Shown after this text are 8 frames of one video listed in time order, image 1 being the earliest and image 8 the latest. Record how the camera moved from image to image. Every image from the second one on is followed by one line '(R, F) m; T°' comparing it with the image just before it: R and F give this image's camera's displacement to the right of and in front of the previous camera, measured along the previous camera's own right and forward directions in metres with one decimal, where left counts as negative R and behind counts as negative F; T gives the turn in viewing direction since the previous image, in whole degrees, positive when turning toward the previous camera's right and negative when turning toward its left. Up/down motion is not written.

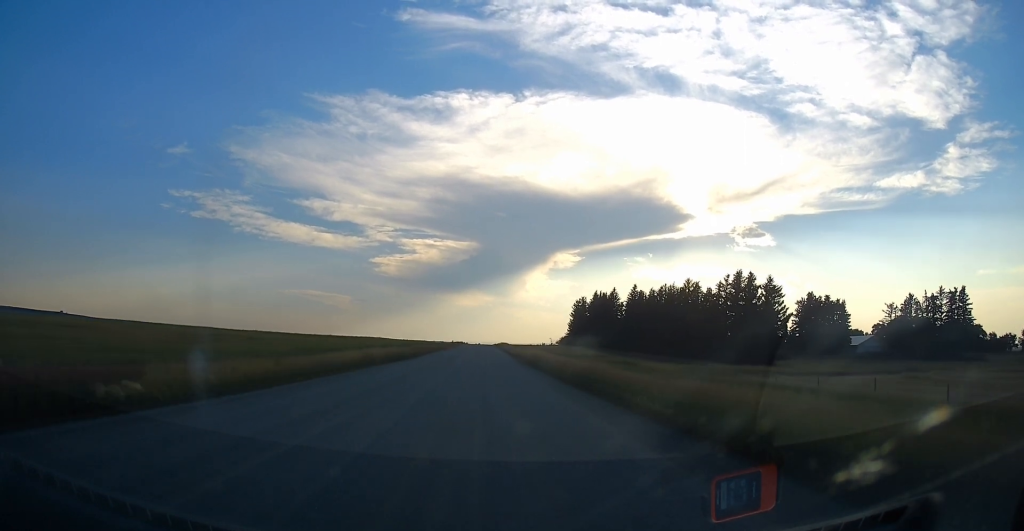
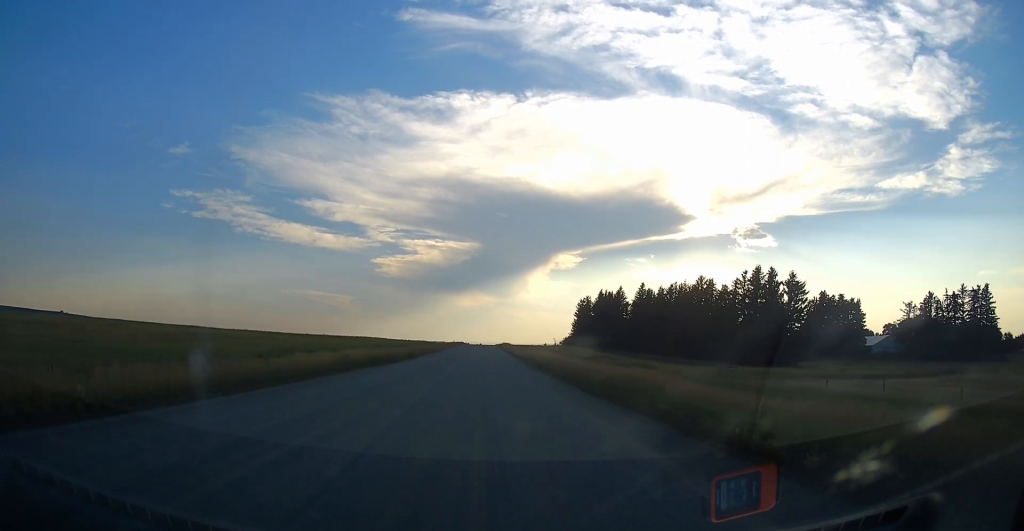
(0.0, +6.8) m; -1°
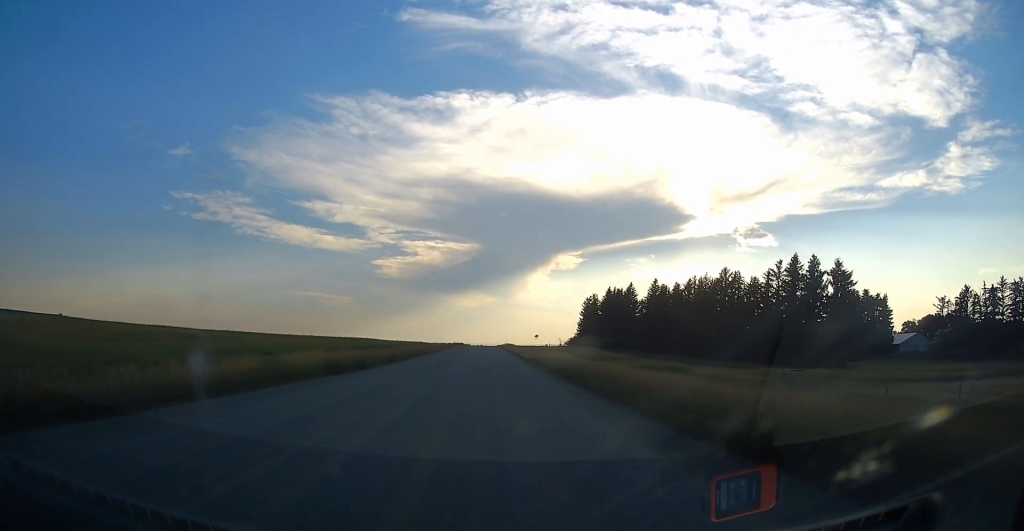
(-0.1, +12.0) m; -1°
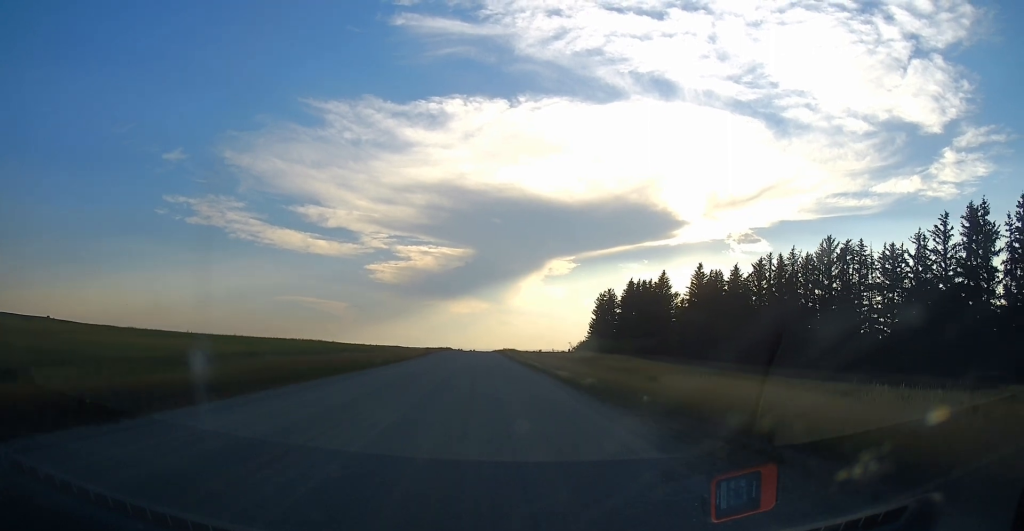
(+0.4, +36.2) m; +2°
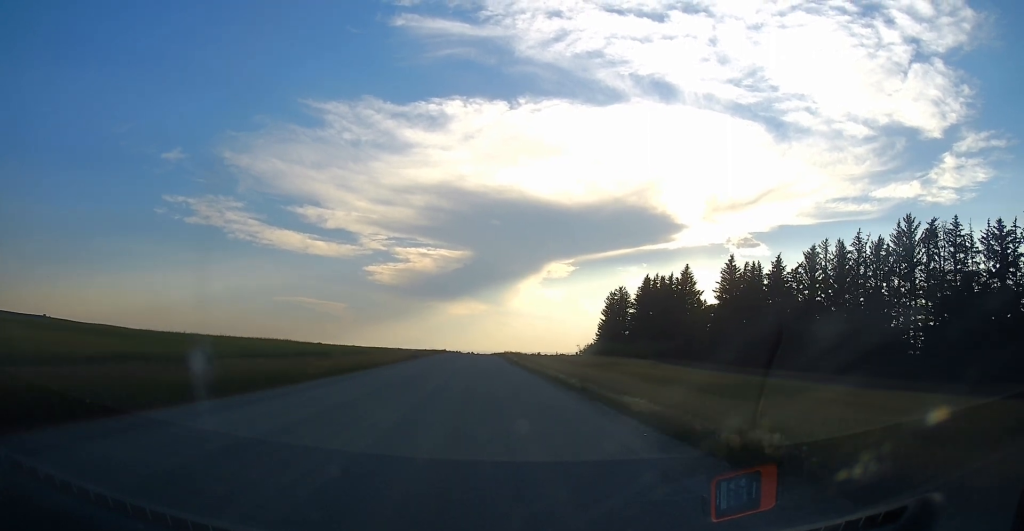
(0.0, +15.7) m; 0°
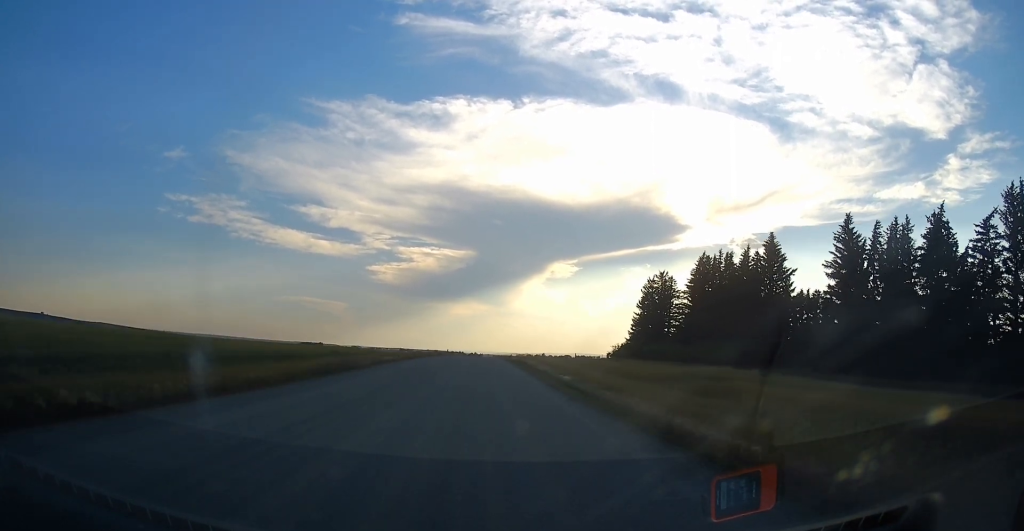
(0.0, +34.1) m; 0°
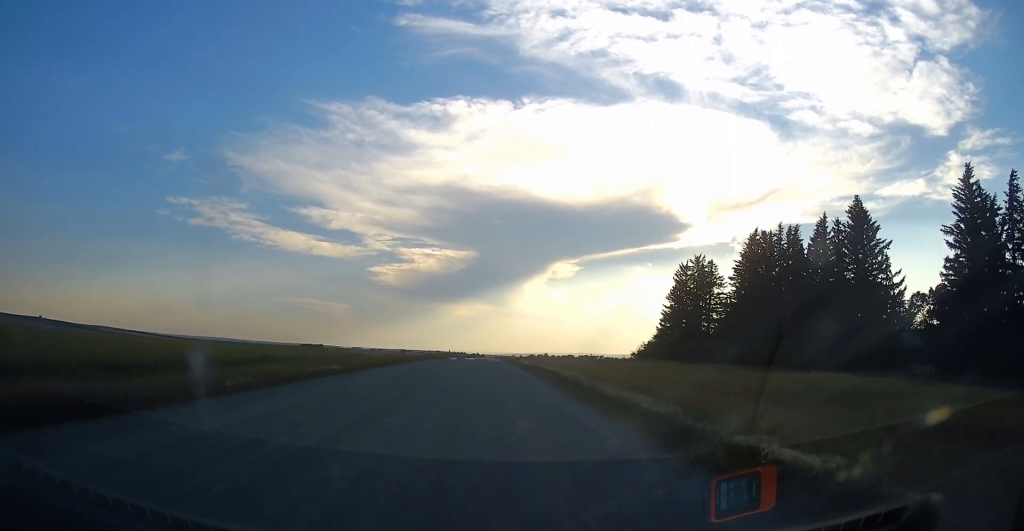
(0.0, +20.8) m; 0°
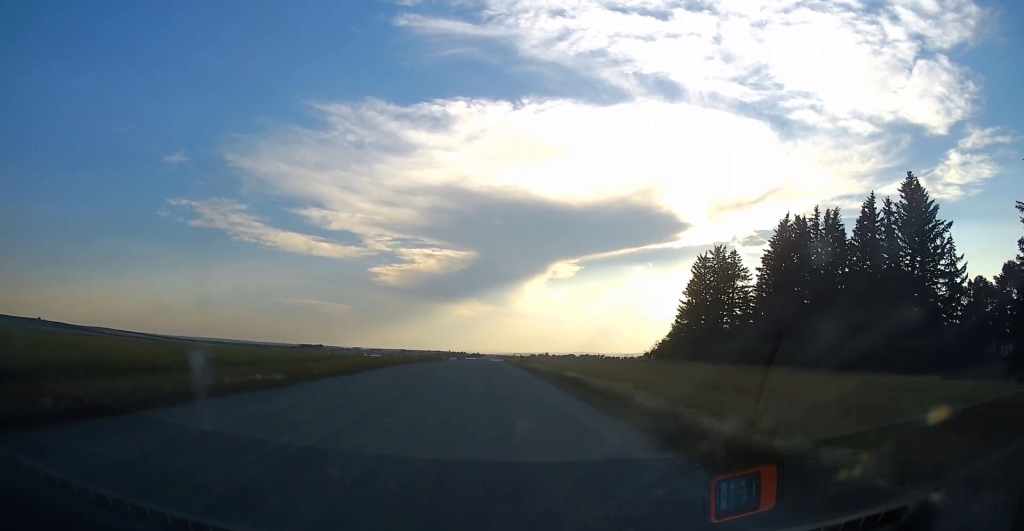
(0.0, +9.6) m; 0°
